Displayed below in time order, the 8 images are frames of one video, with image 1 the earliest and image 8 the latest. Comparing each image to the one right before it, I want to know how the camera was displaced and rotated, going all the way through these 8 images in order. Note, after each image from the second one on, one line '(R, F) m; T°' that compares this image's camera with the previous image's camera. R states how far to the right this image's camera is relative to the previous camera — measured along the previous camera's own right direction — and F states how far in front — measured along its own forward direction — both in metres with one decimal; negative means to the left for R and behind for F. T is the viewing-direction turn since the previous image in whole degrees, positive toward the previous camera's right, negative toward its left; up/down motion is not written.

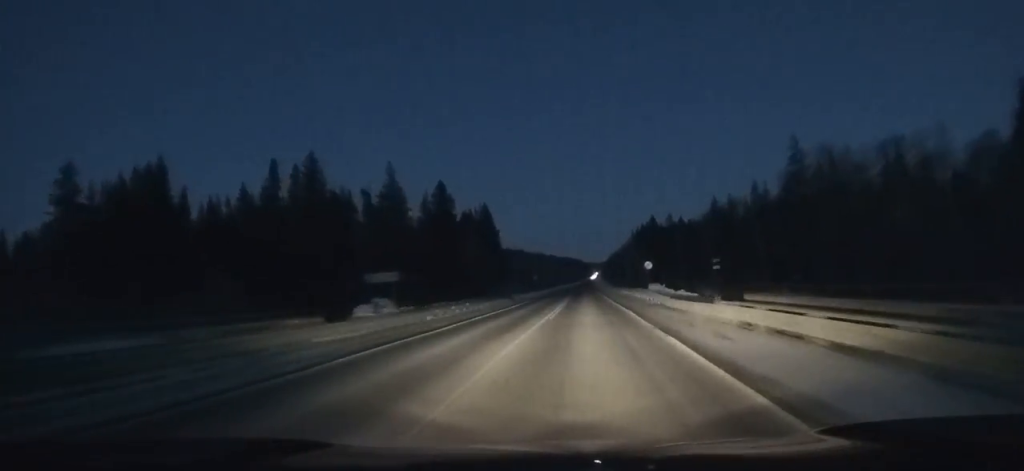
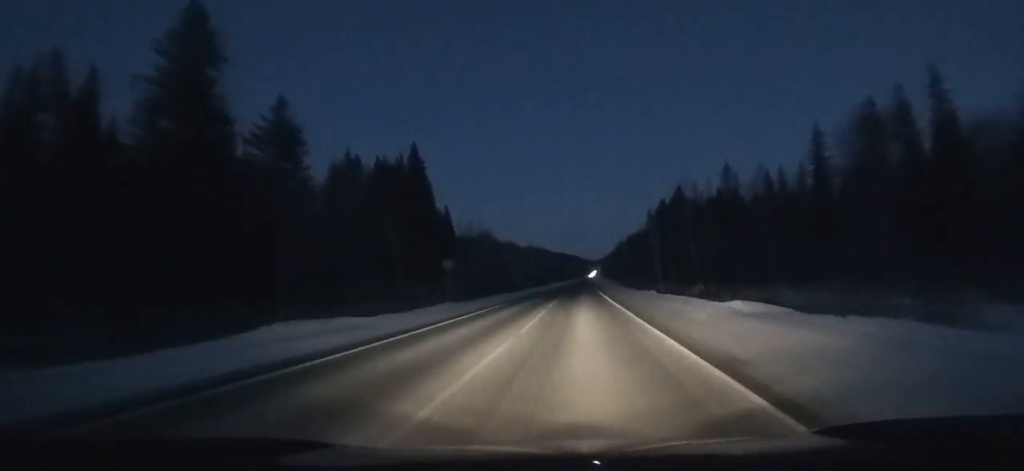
(0.0, +67.9) m; 0°
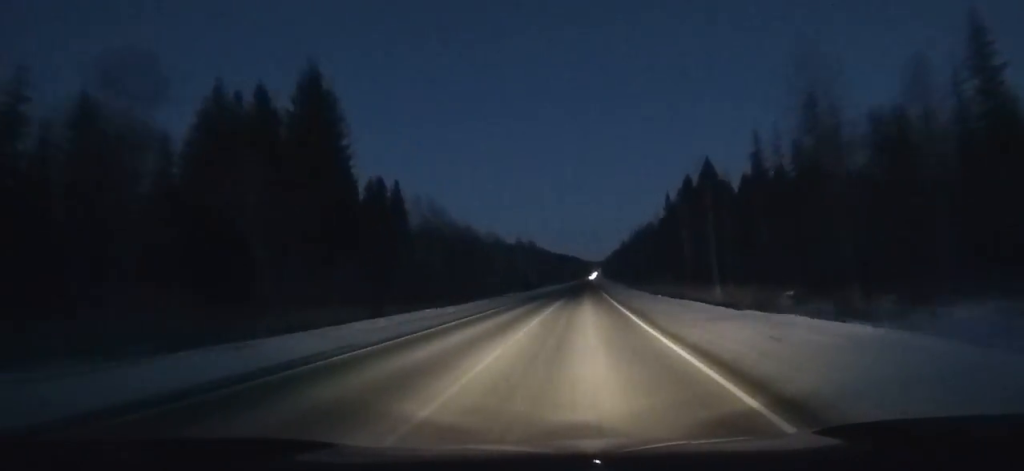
(-0.1, +35.9) m; 0°
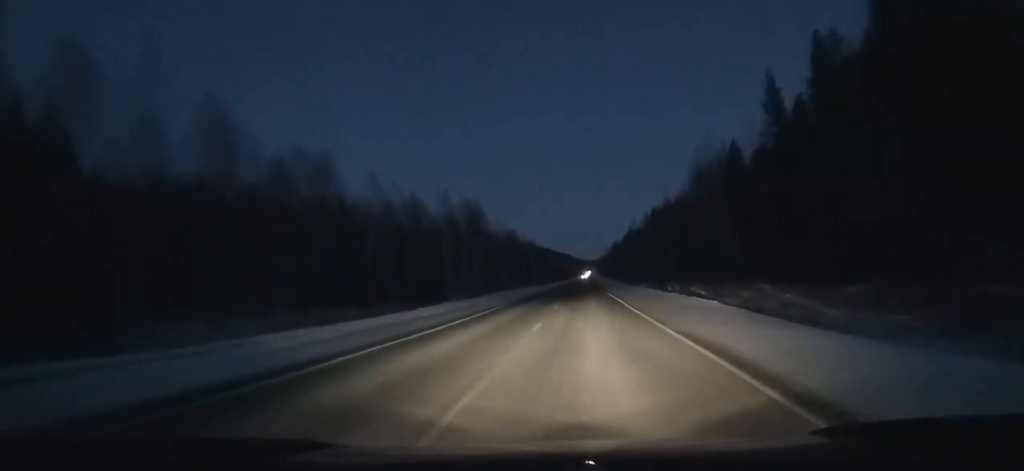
(+0.3, +82.8) m; 0°
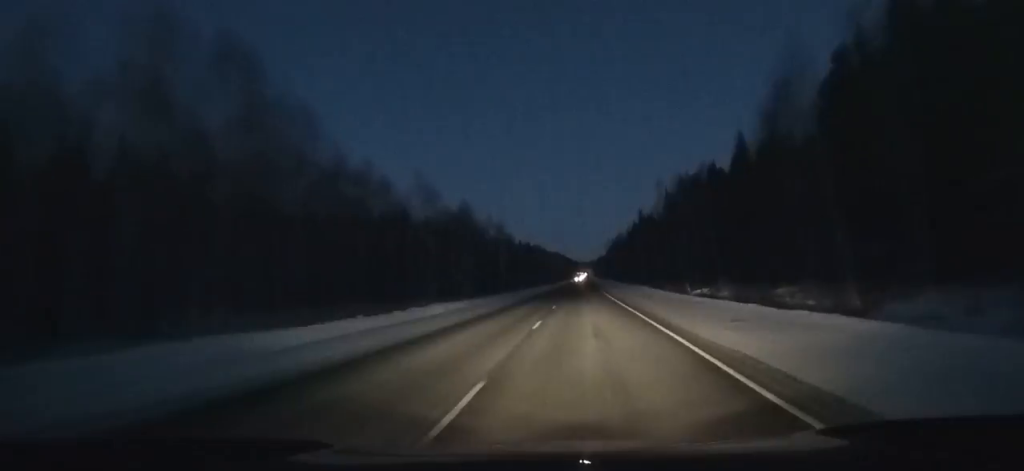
(+0.3, +58.3) m; 0°
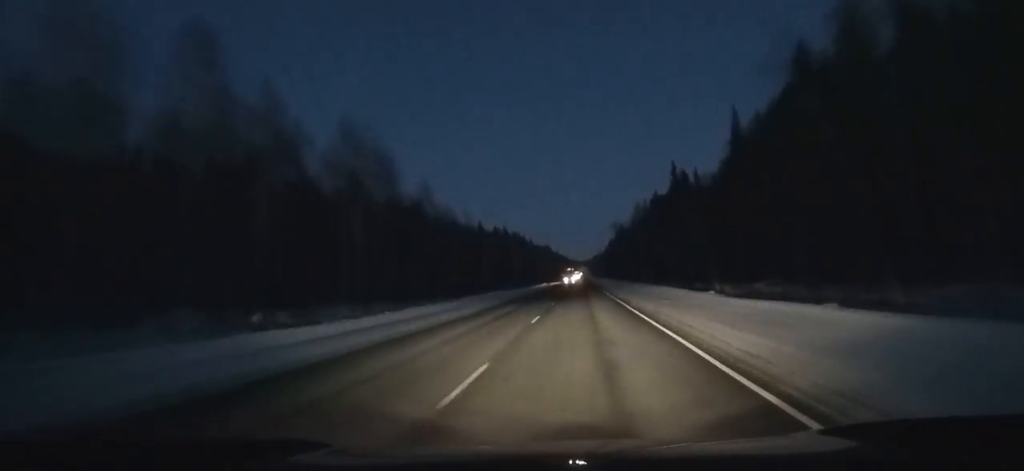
(+0.2, +70.1) m; 0°
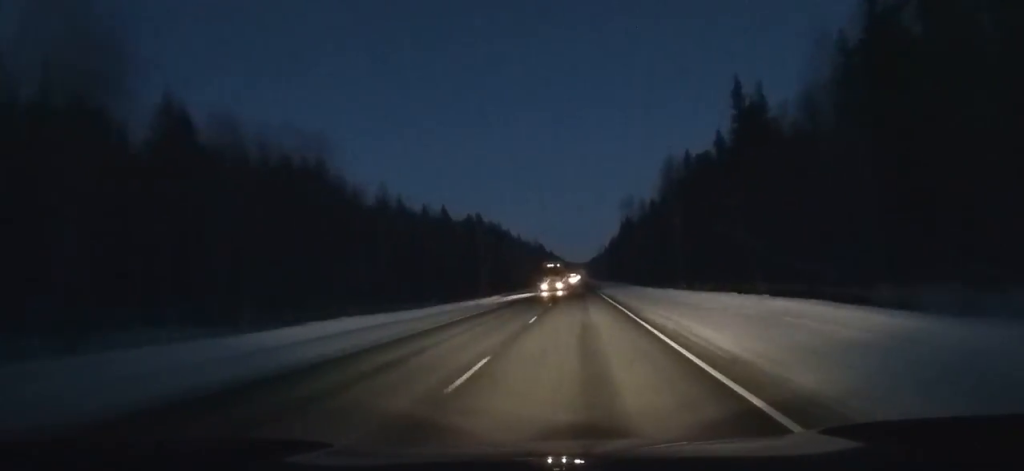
(+0.1, +46.8) m; 0°
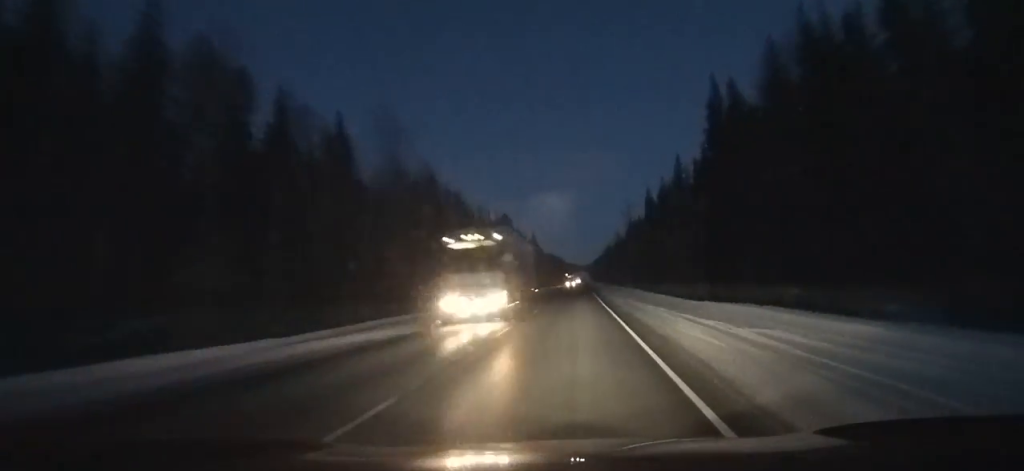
(-0.4, +150.0) m; 0°
